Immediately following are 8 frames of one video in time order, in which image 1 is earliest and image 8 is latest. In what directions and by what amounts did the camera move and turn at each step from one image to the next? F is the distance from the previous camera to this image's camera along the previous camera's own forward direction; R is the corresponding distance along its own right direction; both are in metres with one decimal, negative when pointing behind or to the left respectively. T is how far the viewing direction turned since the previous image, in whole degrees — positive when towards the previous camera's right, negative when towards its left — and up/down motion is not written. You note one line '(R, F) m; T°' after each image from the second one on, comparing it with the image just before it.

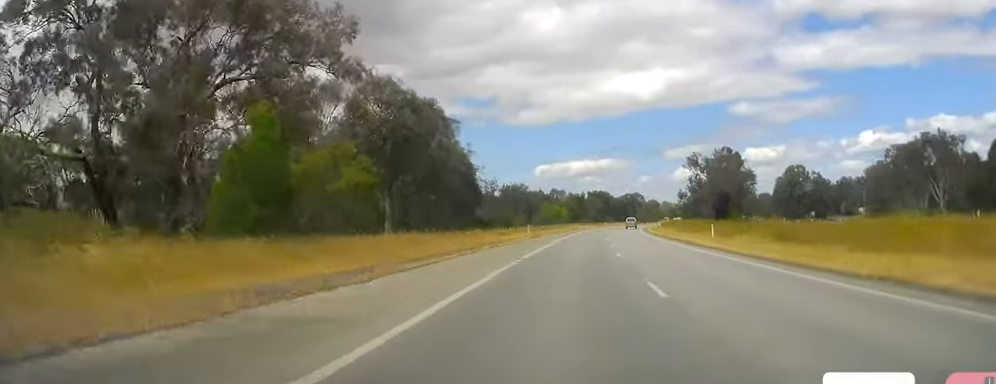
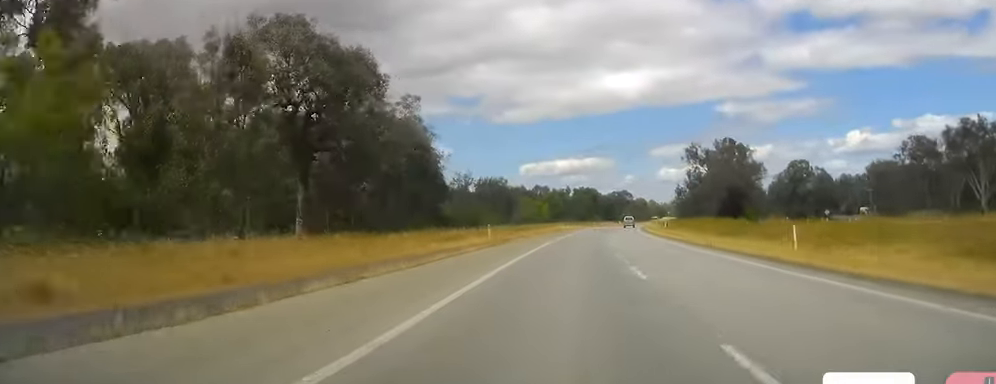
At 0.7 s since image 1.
(+0.3, +20.3) m; +1°
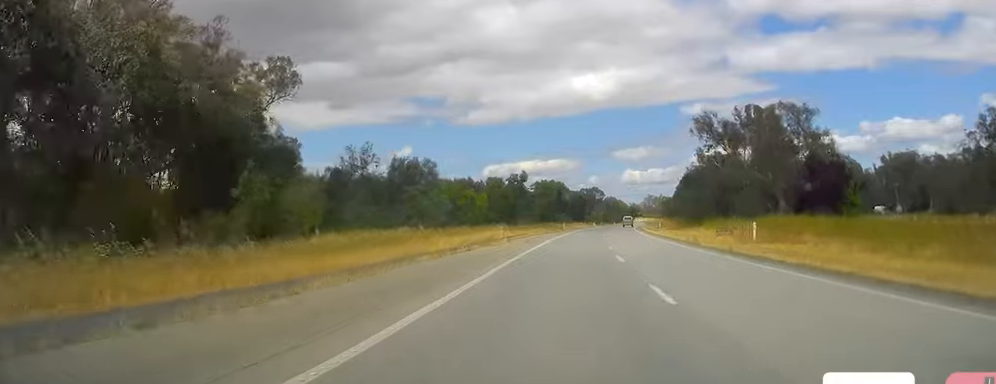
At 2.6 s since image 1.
(+1.0, +53.9) m; +2°
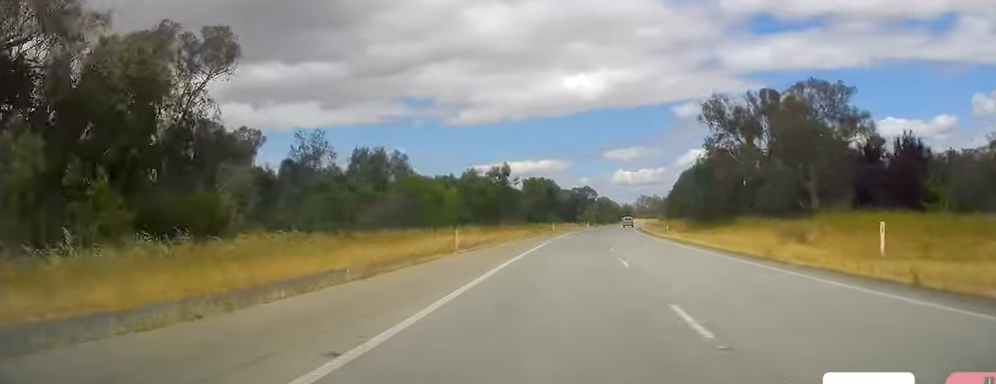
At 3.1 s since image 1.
(+0.1, +15.3) m; 0°
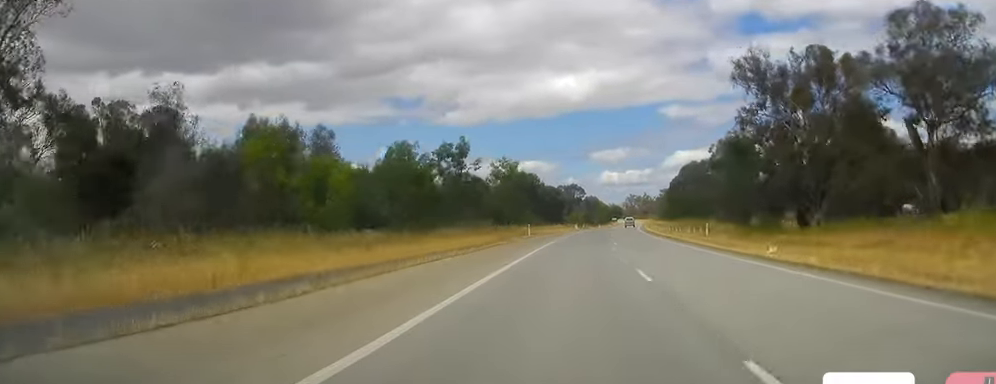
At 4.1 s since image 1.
(+0.1, +28.8) m; +1°
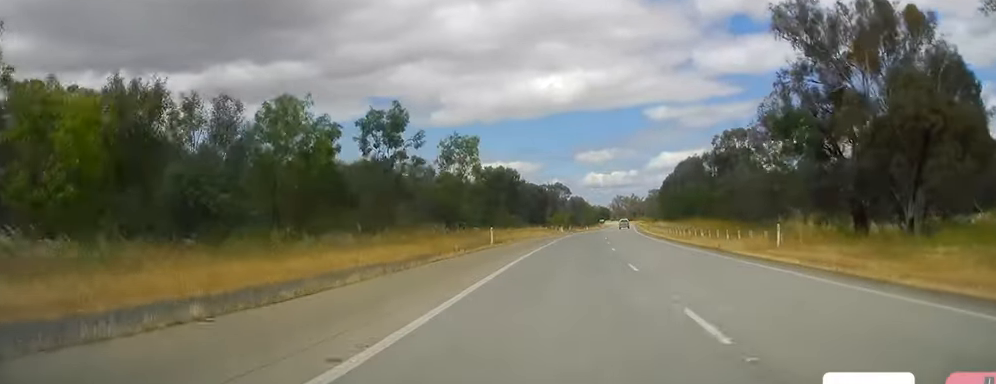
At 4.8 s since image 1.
(+0.2, +20.2) m; +1°
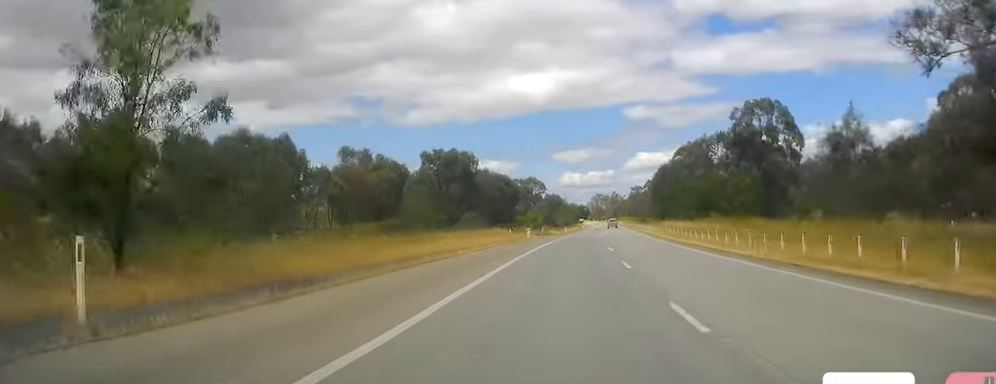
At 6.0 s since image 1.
(+0.8, +35.6) m; +3°
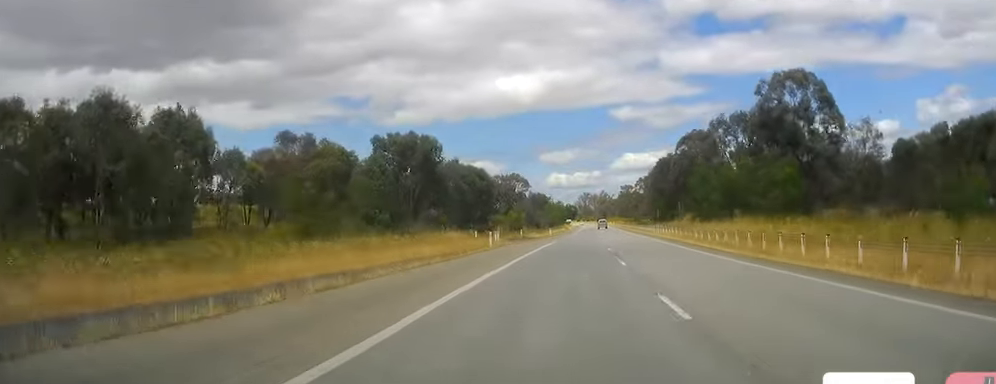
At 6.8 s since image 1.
(+0.3, +23.1) m; +1°
